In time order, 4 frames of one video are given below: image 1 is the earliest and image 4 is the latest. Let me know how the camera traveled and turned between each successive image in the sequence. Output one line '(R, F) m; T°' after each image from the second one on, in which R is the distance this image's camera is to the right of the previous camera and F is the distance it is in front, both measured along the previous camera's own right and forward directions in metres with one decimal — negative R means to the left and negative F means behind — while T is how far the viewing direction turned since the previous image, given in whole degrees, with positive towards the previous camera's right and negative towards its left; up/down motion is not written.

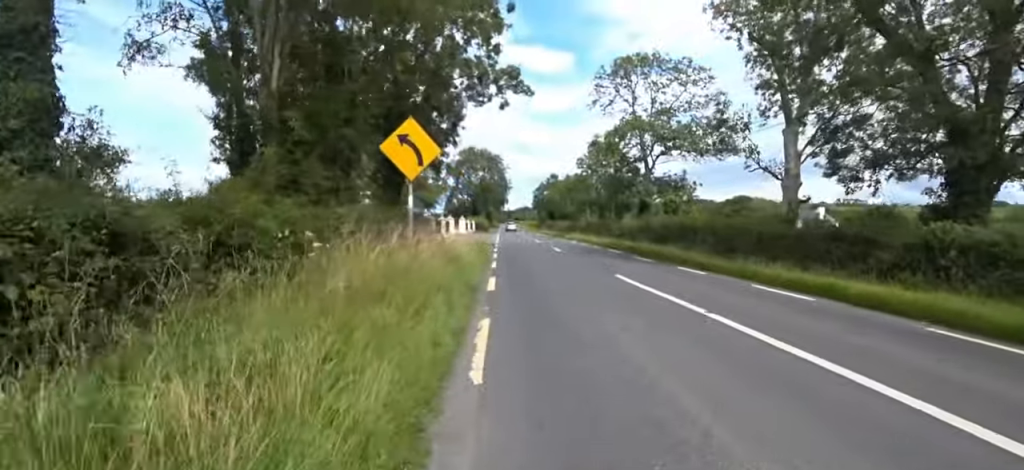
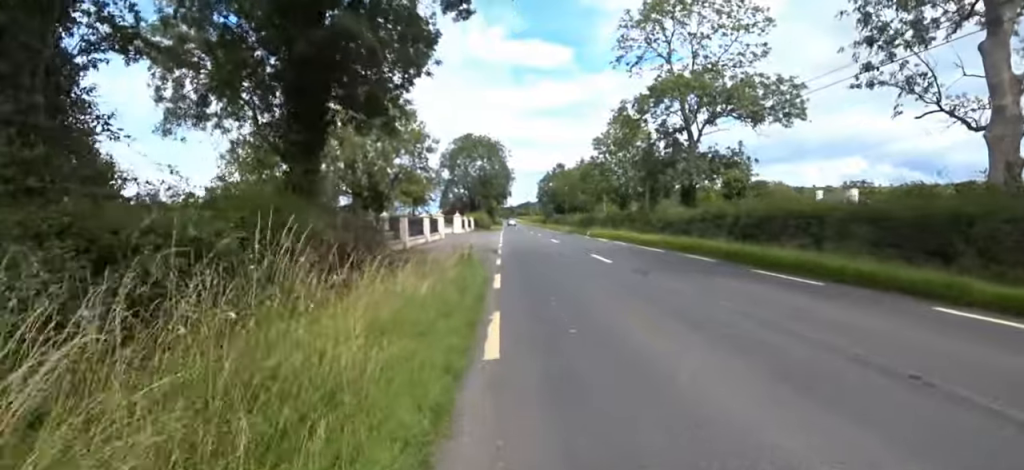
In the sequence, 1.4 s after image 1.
(+1.1, +8.7) m; +2°
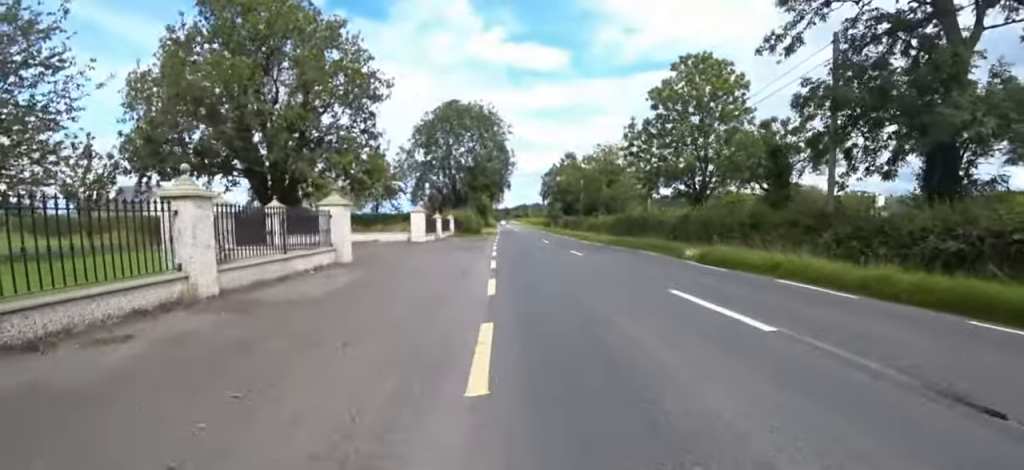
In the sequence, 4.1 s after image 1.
(-1.6, +18.9) m; 0°
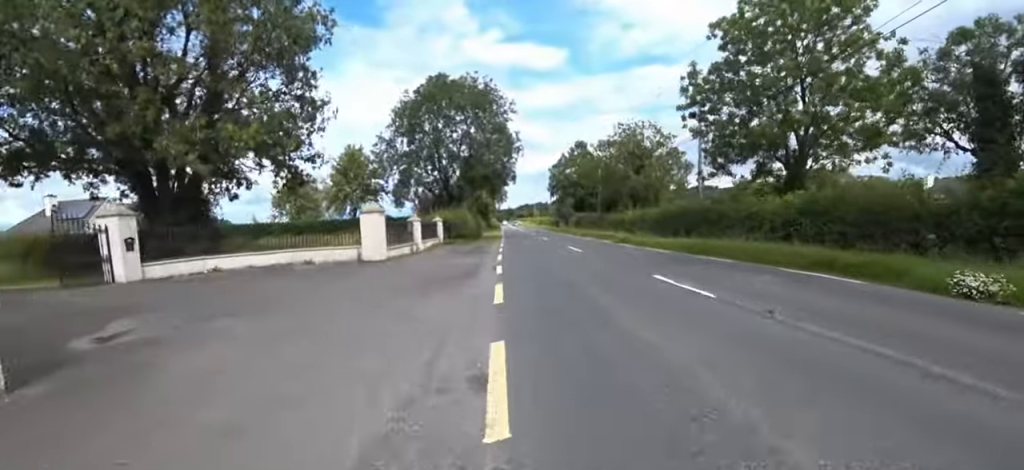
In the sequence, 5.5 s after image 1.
(-0.2, +9.5) m; 0°
